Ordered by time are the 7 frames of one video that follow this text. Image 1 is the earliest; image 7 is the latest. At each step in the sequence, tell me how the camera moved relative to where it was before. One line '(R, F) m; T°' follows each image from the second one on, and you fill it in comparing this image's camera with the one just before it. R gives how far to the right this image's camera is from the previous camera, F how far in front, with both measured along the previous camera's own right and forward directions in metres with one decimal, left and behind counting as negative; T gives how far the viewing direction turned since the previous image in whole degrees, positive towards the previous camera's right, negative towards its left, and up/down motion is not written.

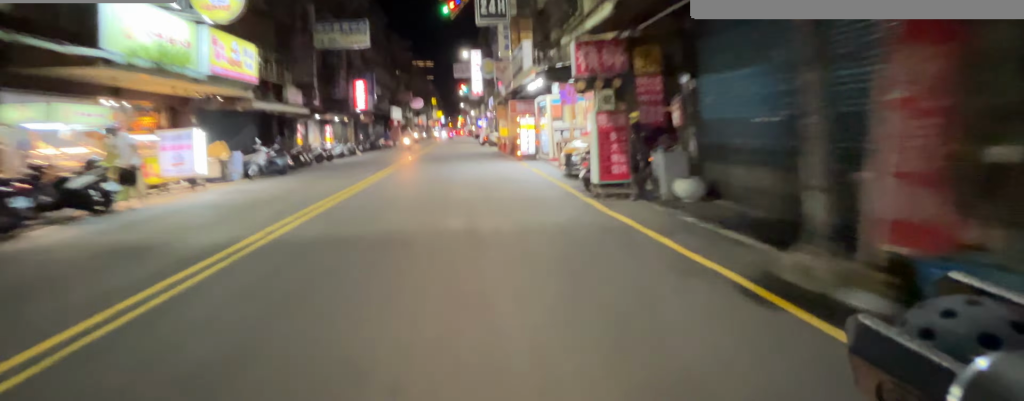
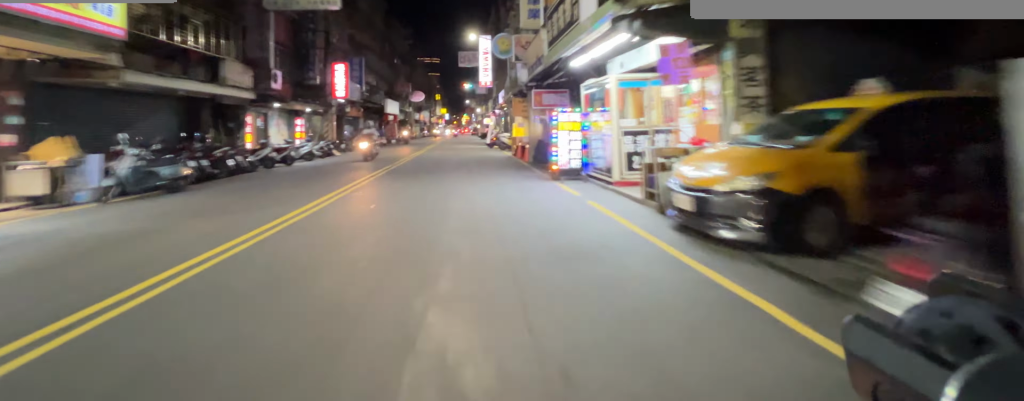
(0.0, +6.1) m; 0°
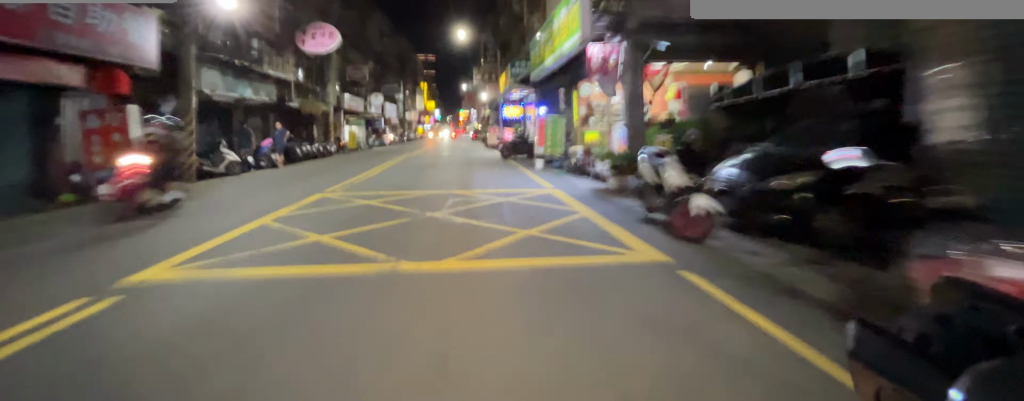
(-0.4, +35.0) m; -2°
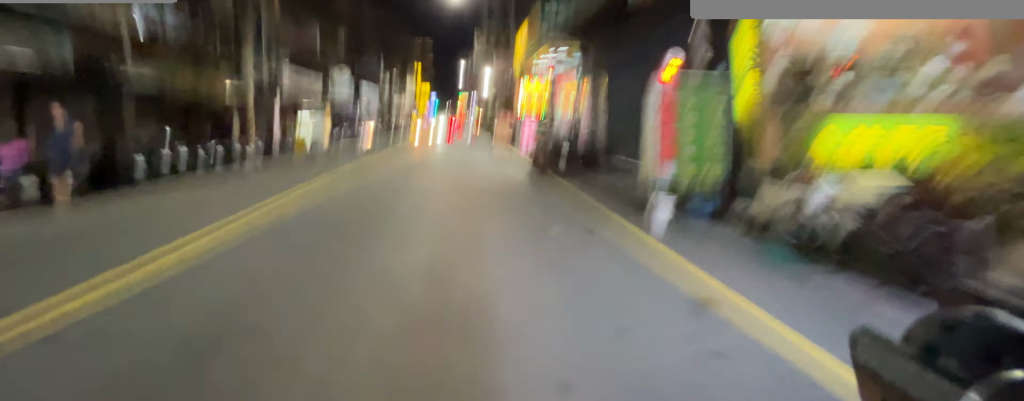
(0.0, +9.0) m; -1°
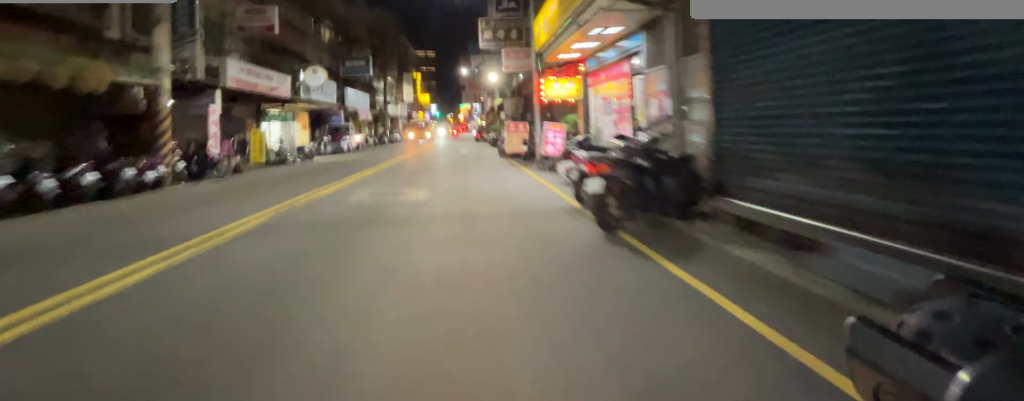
(-0.1, +4.6) m; -1°
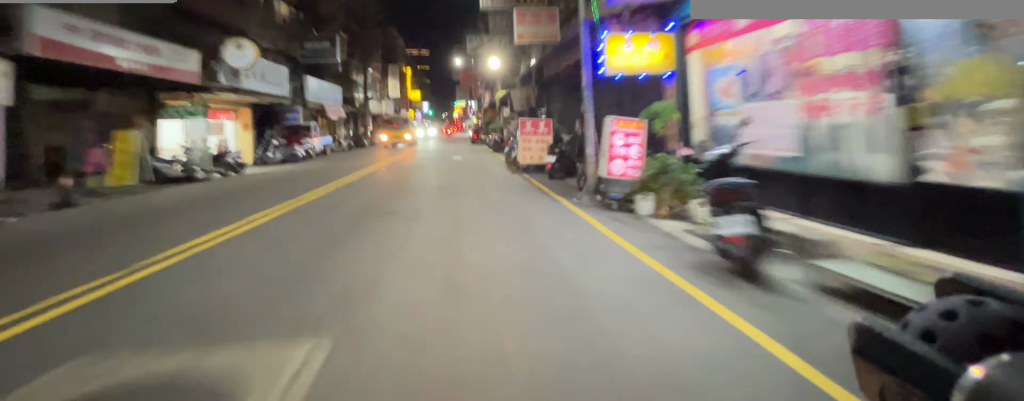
(-0.1, +6.0) m; -1°
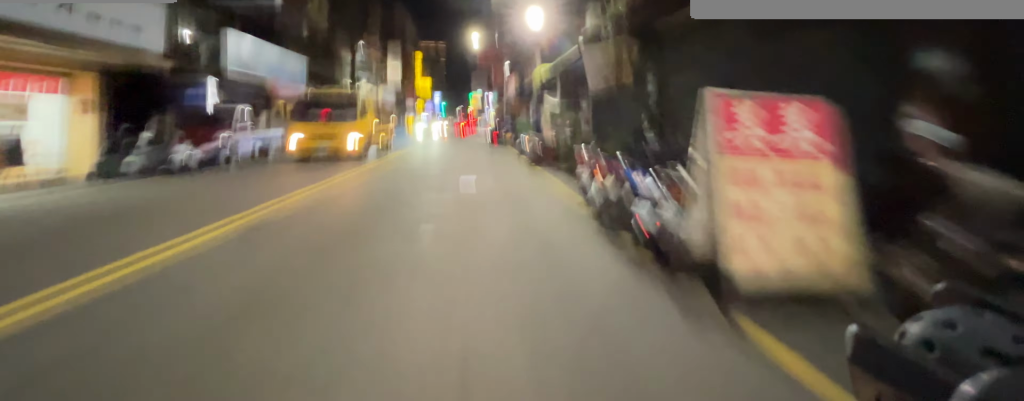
(0.0, +9.0) m; 0°
